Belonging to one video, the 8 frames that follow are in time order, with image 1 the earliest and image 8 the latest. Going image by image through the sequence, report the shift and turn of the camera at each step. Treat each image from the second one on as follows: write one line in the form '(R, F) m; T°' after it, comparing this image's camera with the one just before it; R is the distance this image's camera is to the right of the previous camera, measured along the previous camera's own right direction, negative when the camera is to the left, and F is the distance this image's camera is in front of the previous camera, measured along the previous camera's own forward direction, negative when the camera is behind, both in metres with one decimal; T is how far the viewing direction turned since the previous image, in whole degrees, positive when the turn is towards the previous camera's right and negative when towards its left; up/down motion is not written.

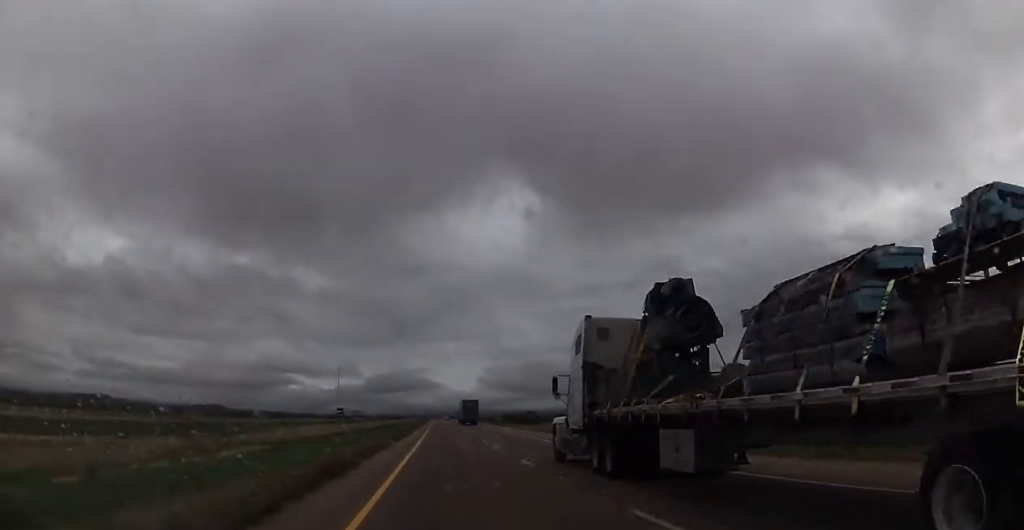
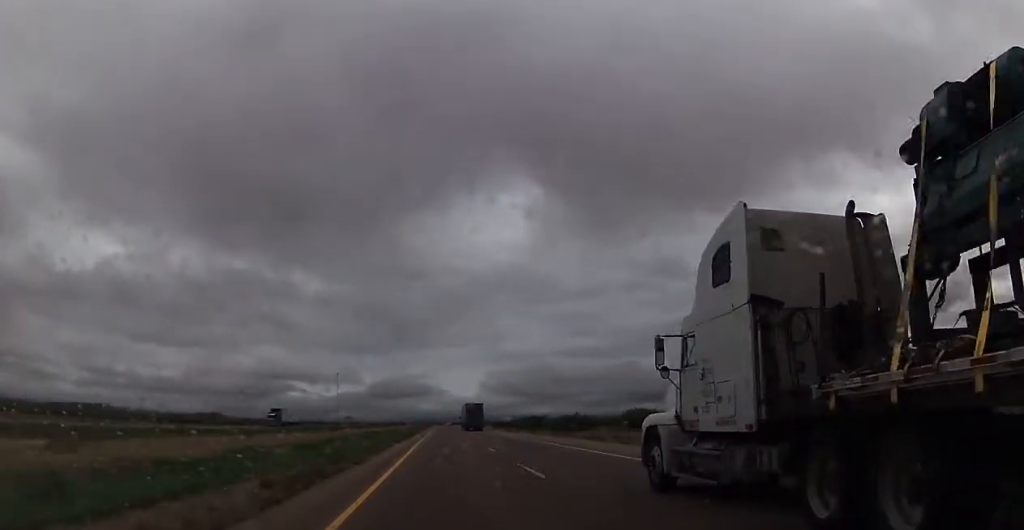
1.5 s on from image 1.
(-0.1, +51.6) m; 0°
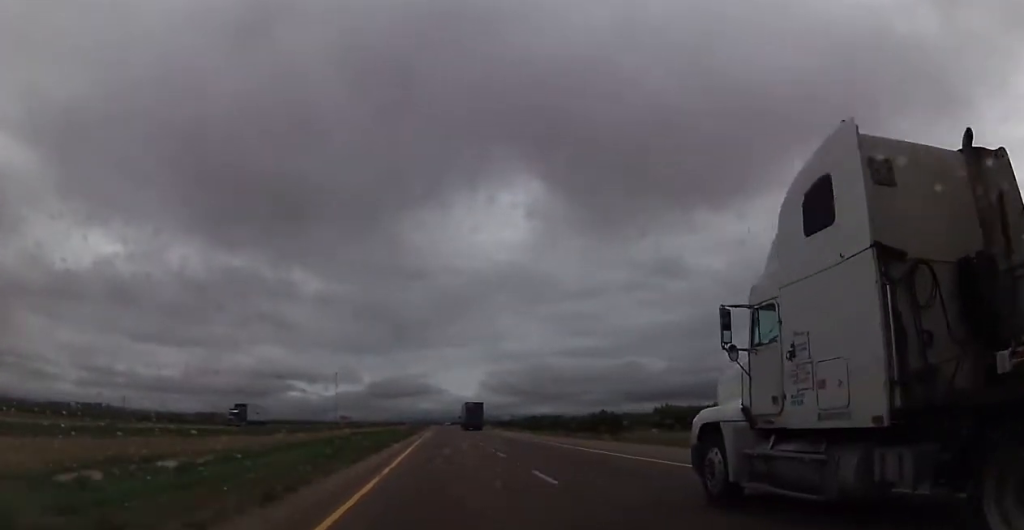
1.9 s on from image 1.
(0.0, +14.0) m; 0°
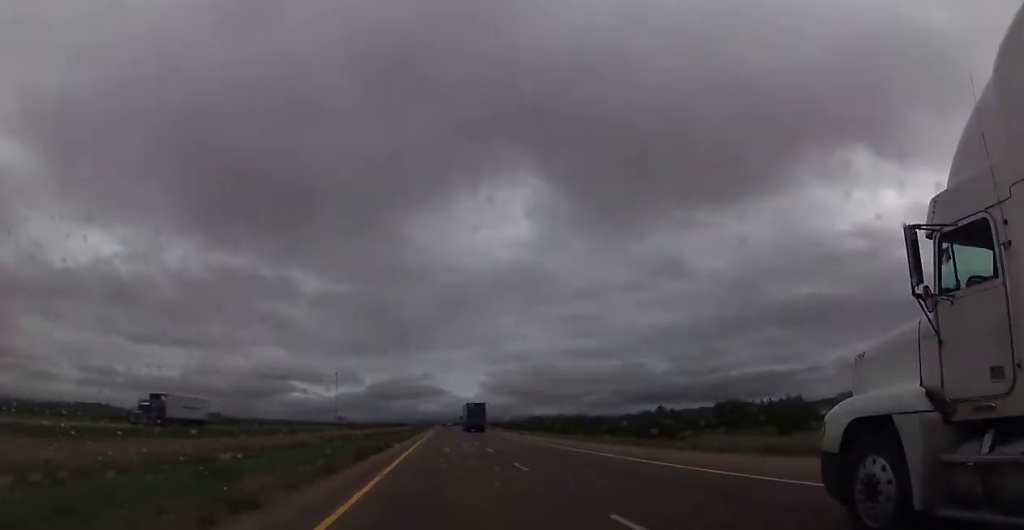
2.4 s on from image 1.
(0.0, +19.9) m; 0°
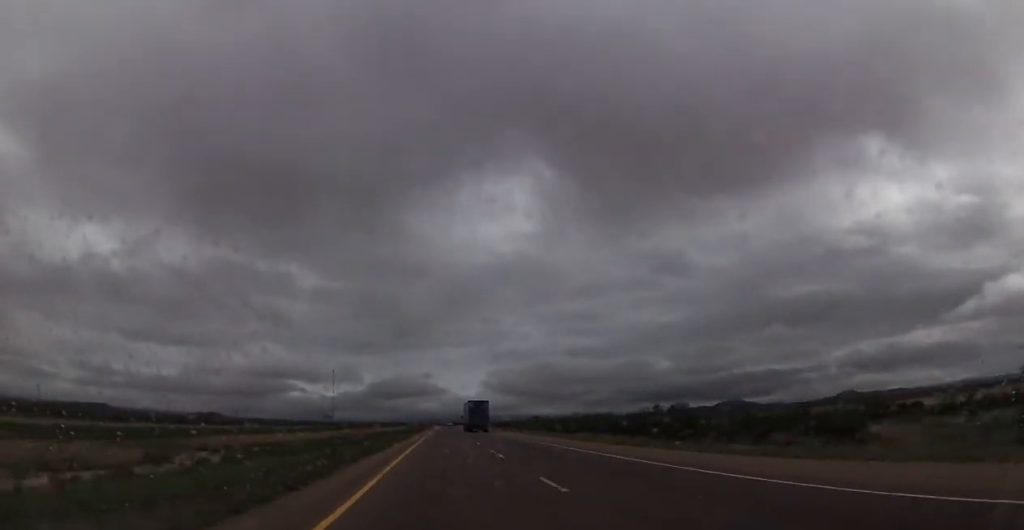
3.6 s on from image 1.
(0.0, +42.1) m; 0°
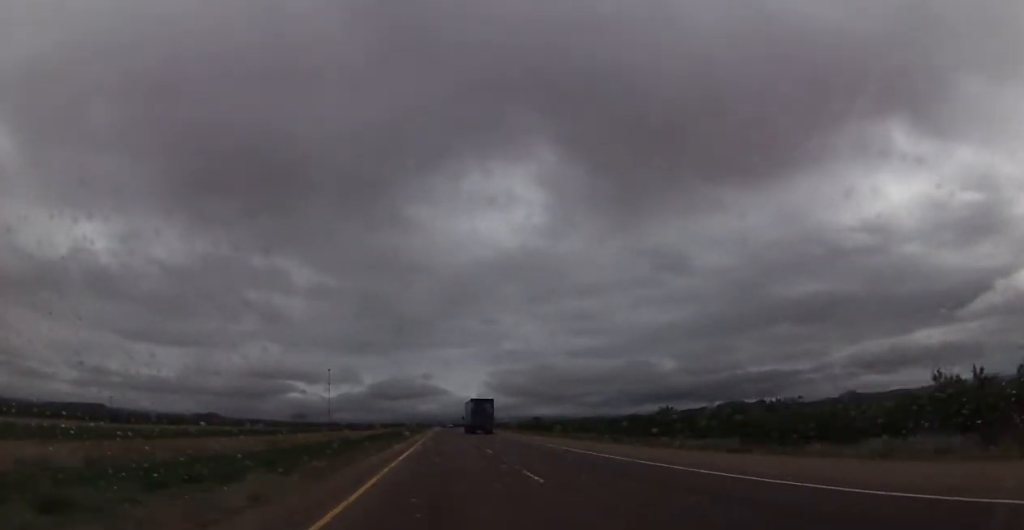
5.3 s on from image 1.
(+0.7, +58.5) m; 0°
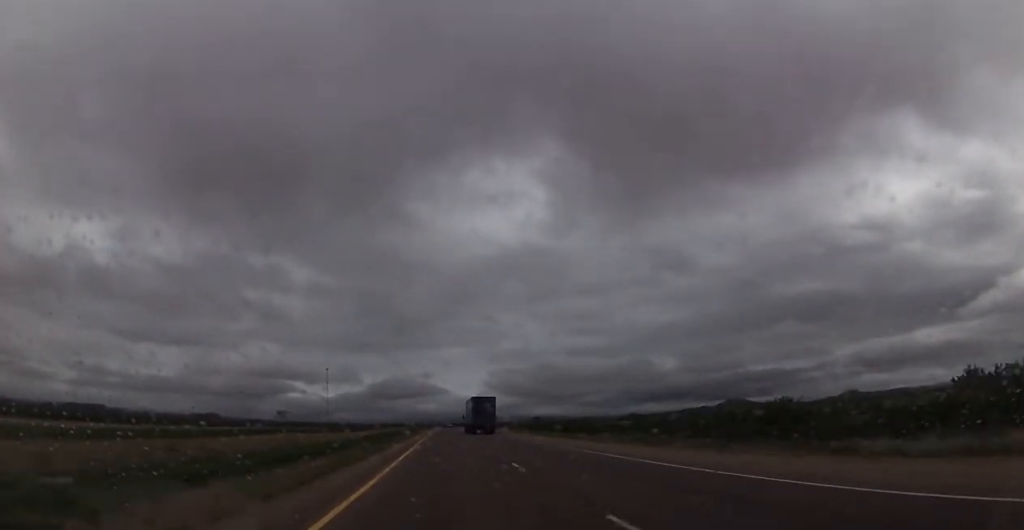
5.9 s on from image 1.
(-0.3, +21.0) m; -1°
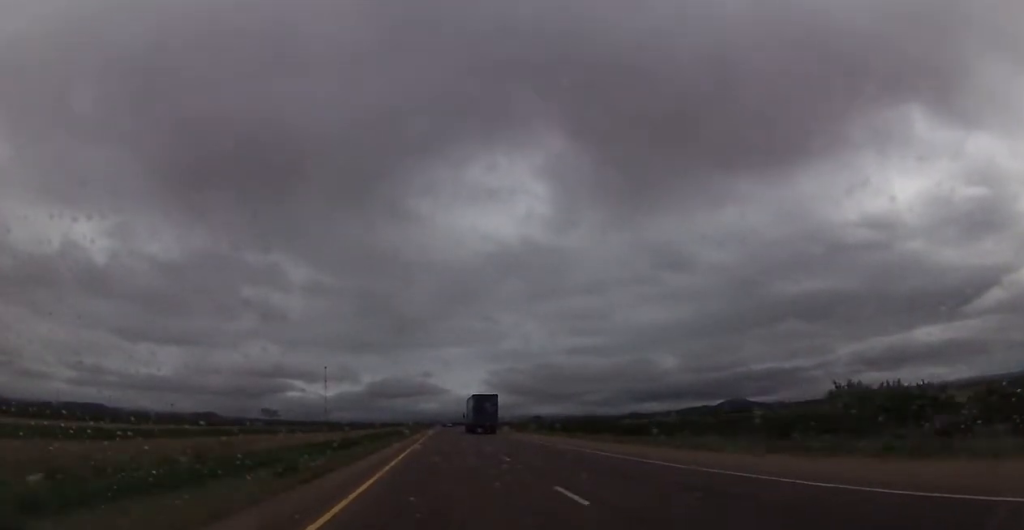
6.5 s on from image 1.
(-0.1, +19.9) m; 0°
